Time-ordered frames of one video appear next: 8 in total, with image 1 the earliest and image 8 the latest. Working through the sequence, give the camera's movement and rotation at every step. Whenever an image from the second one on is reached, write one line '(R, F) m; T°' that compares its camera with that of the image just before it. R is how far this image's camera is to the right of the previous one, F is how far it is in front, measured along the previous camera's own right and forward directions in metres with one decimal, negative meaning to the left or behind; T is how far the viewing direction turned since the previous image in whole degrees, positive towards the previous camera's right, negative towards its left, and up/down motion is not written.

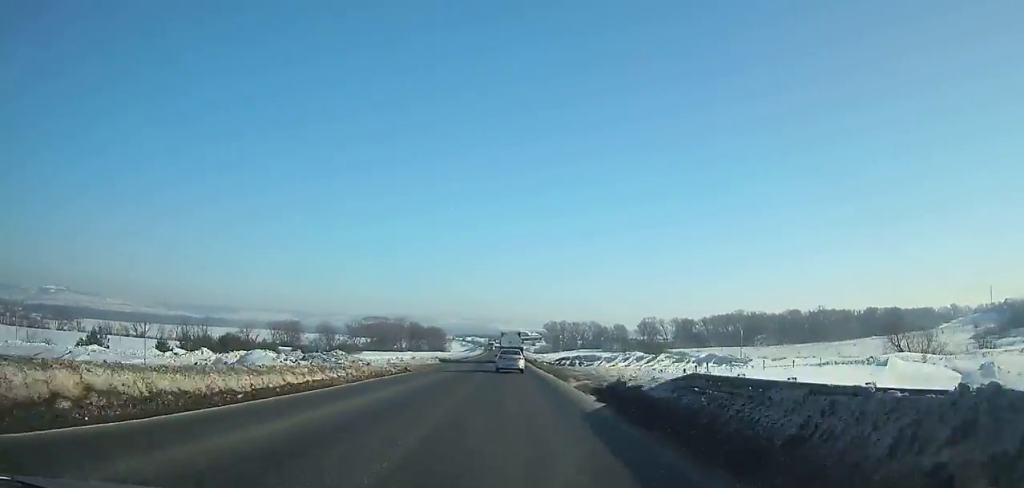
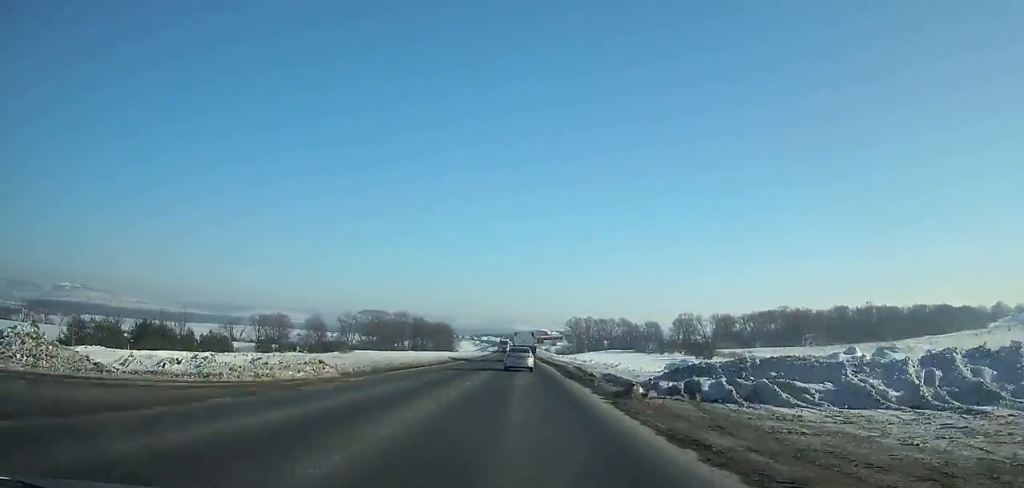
(-0.4, +42.3) m; -1°
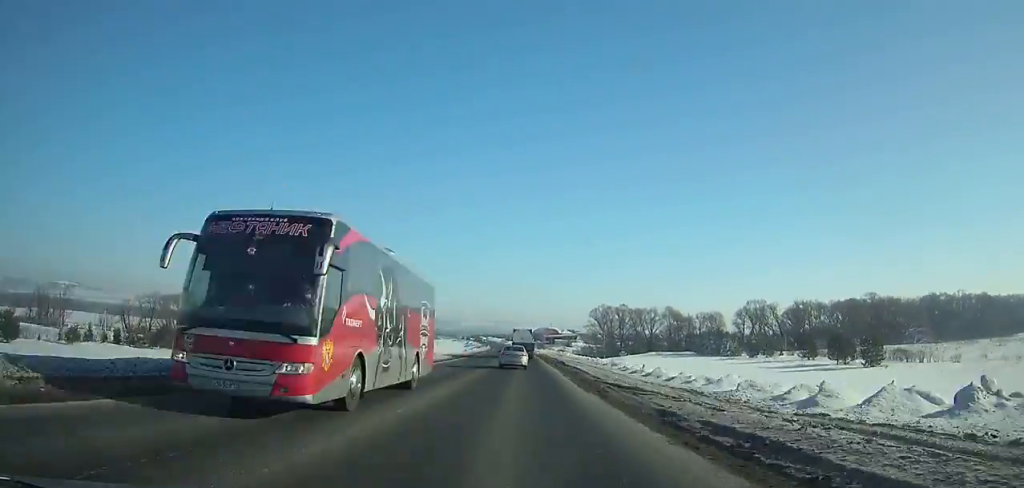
(-0.4, +94.6) m; -1°
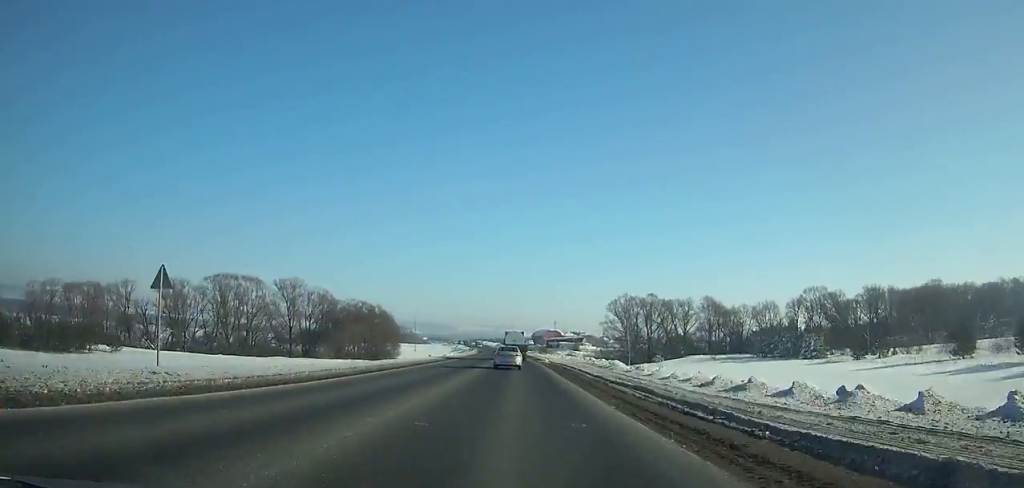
(-0.2, +49.9) m; -1°
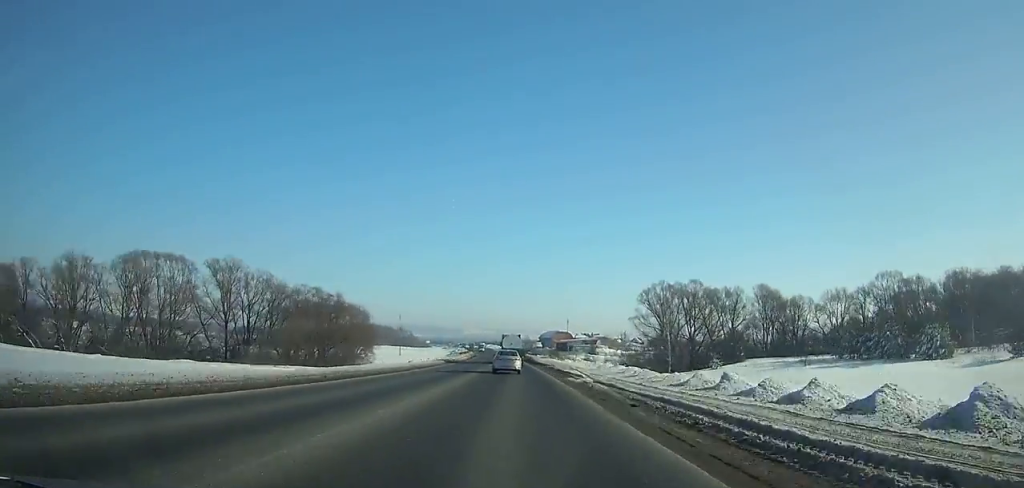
(+0.1, +35.4) m; -1°
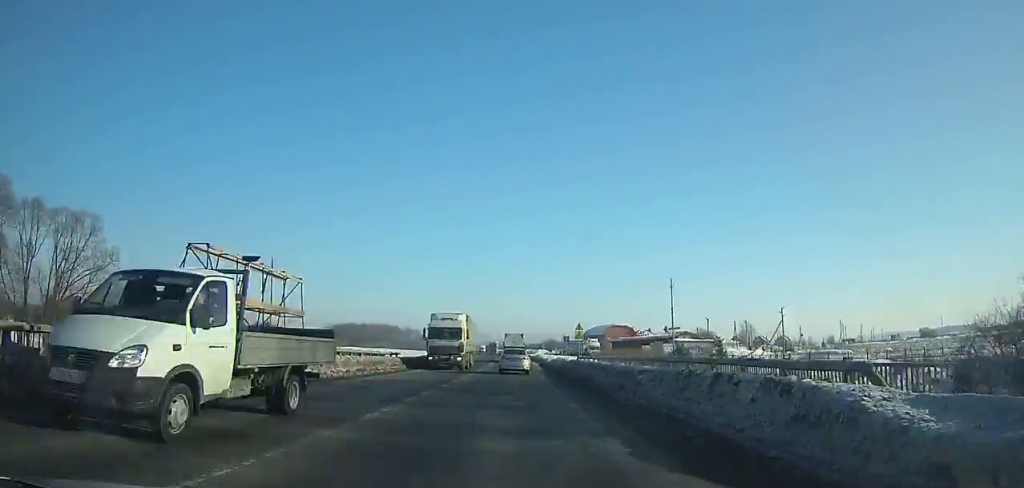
(-2.7, +108.6) m; -2°
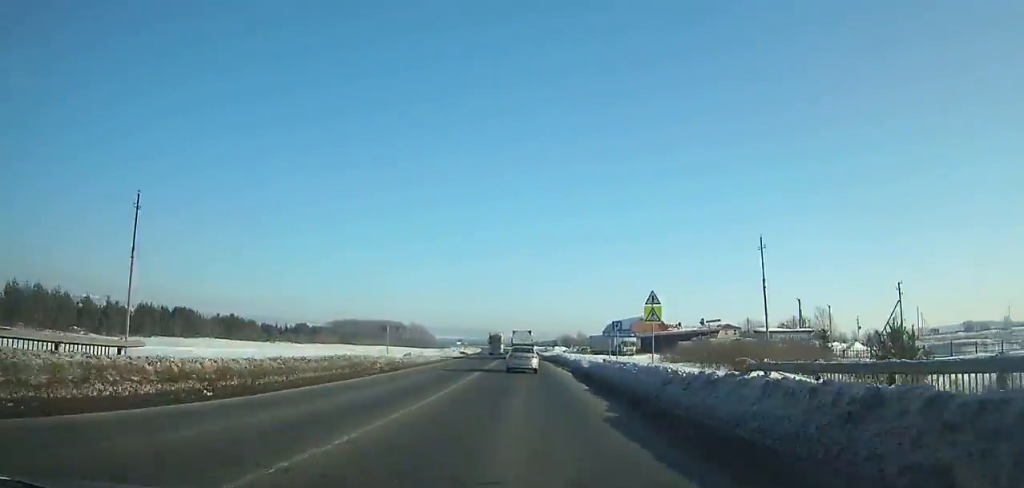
(-0.2, +30.1) m; 0°
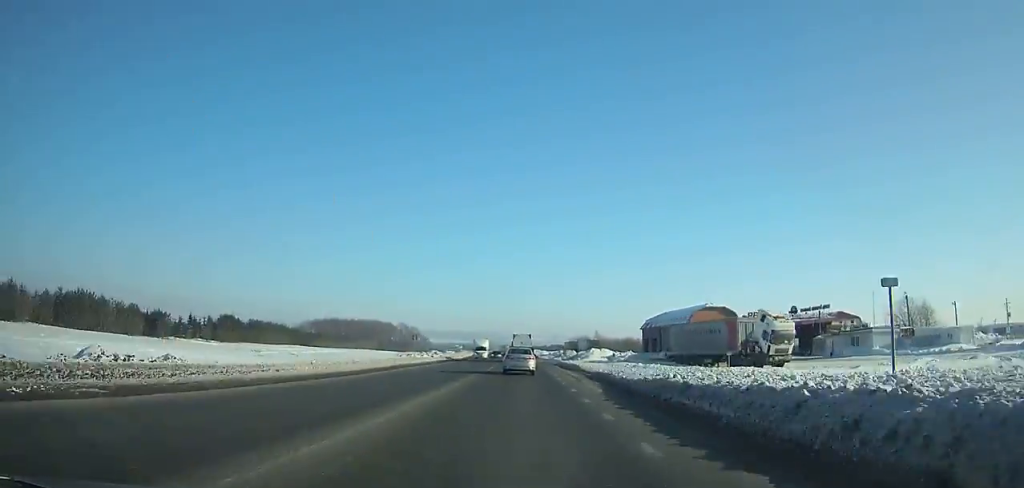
(-0.4, +59.4) m; -1°
